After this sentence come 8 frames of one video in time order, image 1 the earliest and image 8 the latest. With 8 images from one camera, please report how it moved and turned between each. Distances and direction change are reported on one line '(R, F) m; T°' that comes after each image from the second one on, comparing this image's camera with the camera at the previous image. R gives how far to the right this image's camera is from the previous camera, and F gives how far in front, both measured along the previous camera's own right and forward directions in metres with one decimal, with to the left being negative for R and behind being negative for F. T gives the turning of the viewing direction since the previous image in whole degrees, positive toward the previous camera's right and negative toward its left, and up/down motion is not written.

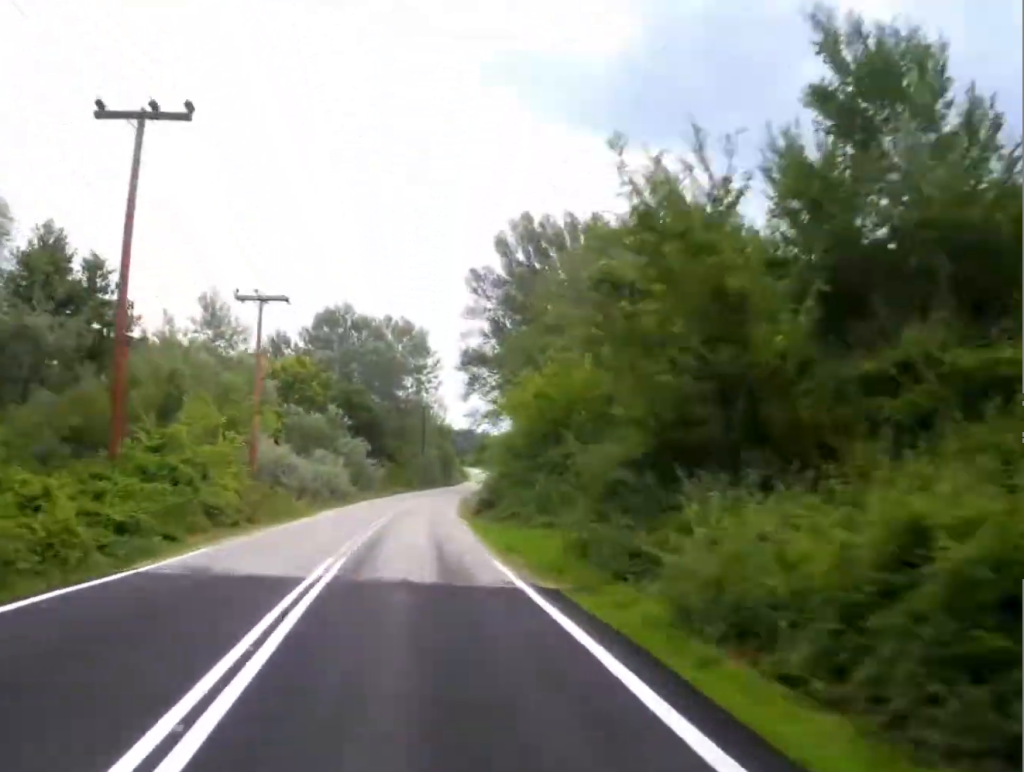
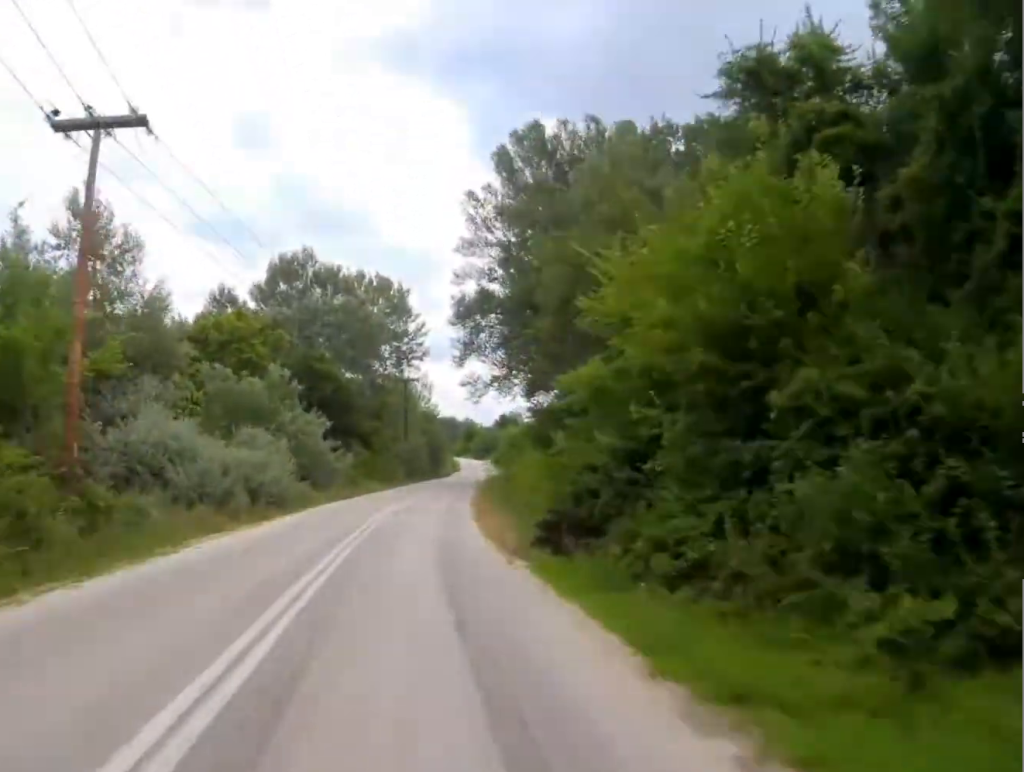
(+0.3, +21.0) m; +2°
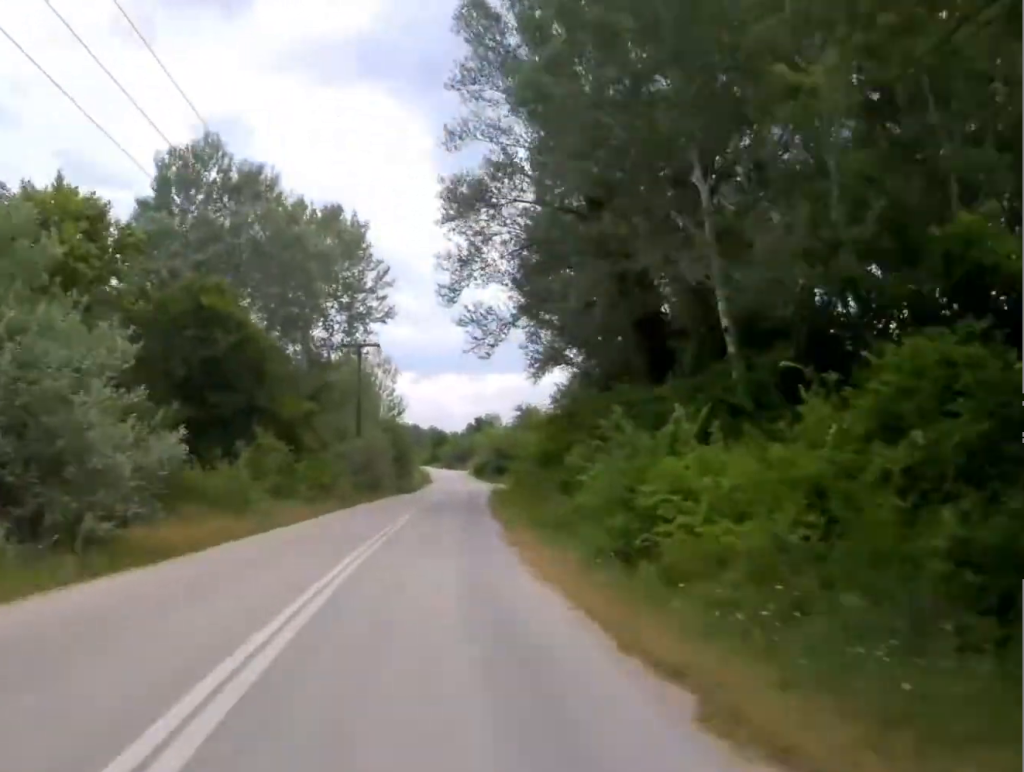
(+0.8, +28.8) m; +3°
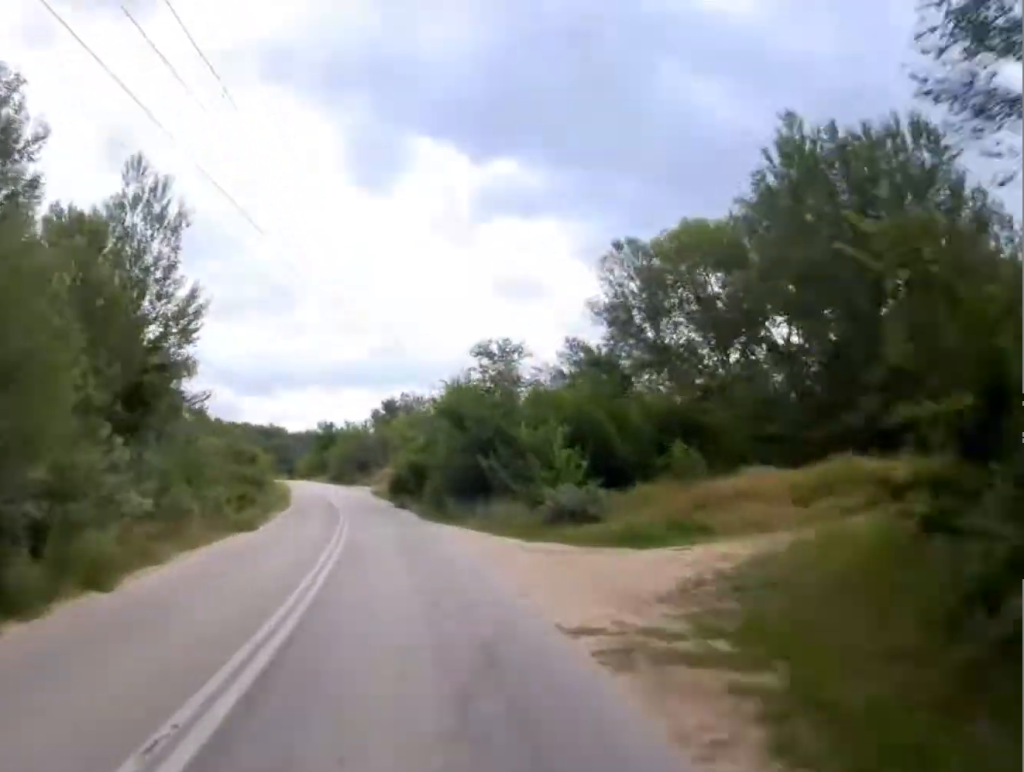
(+3.3, +64.1) m; +4°
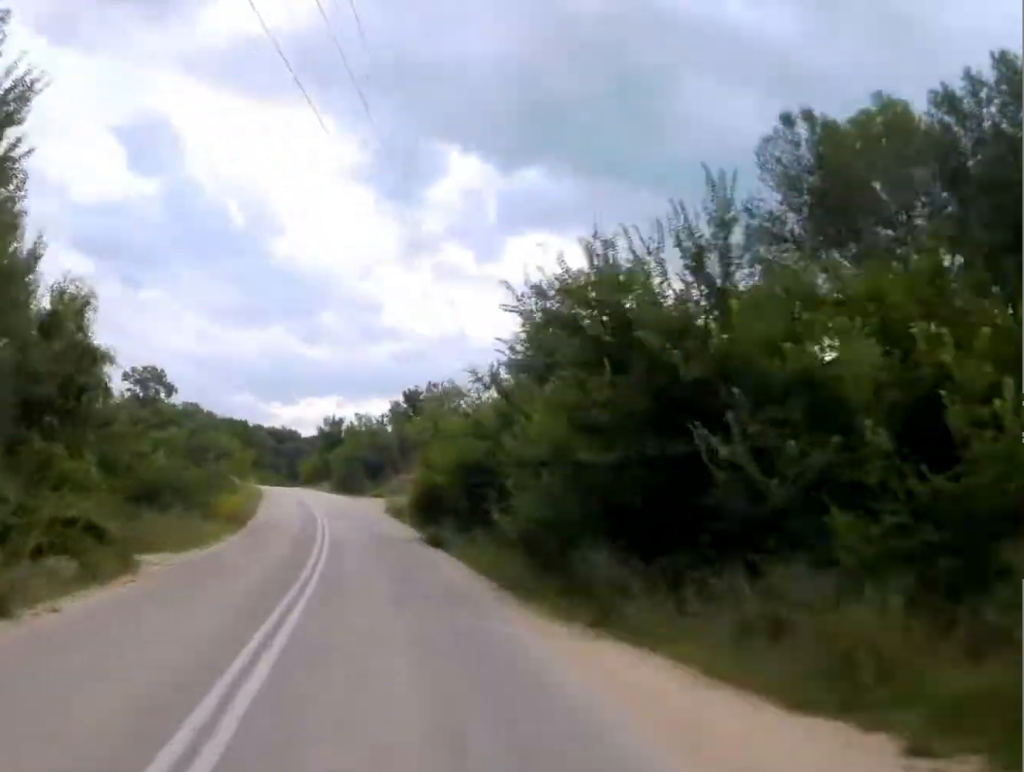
(-0.2, +20.6) m; -2°
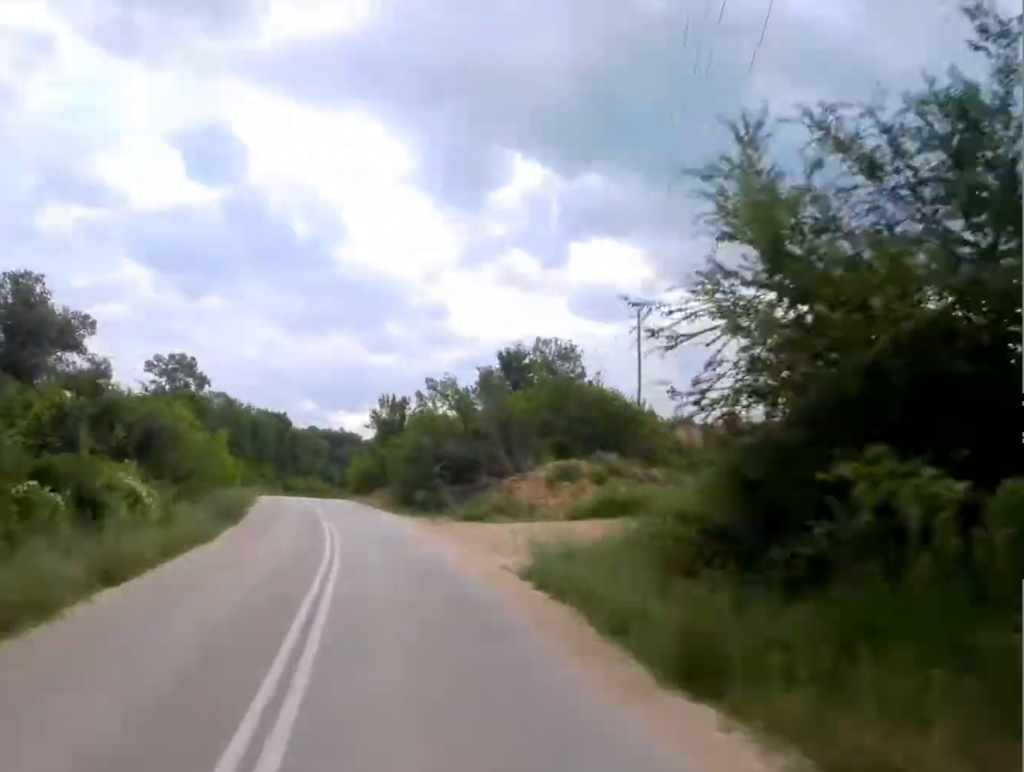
(-0.8, +28.7) m; -4°
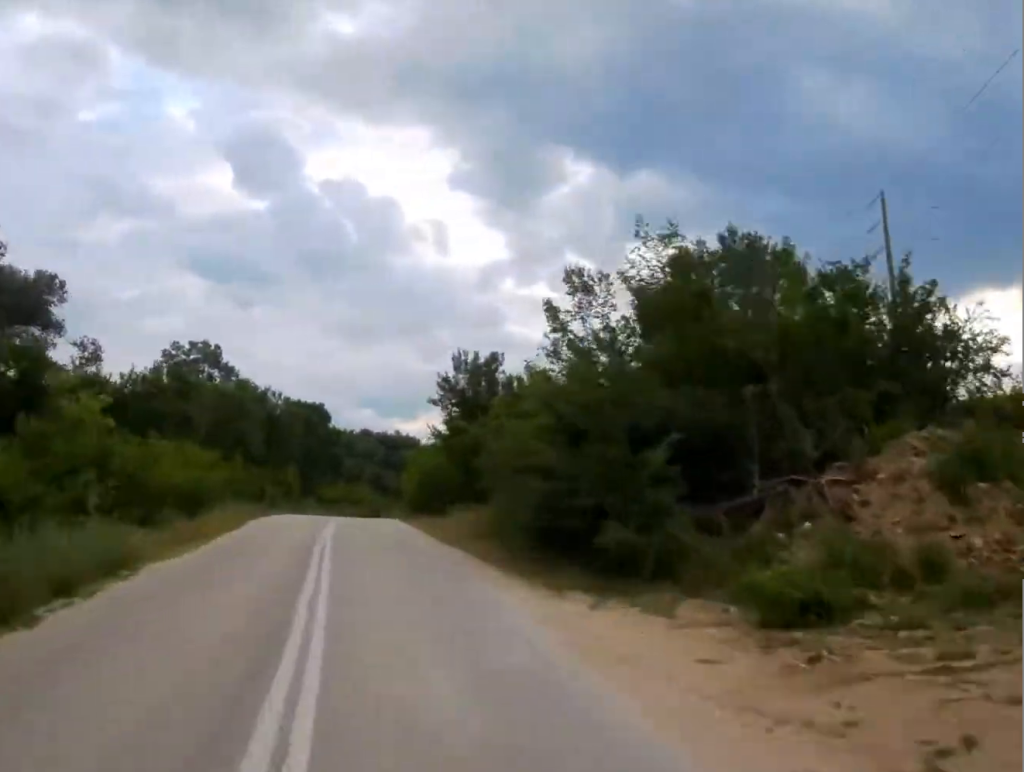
(-0.9, +24.8) m; -4°
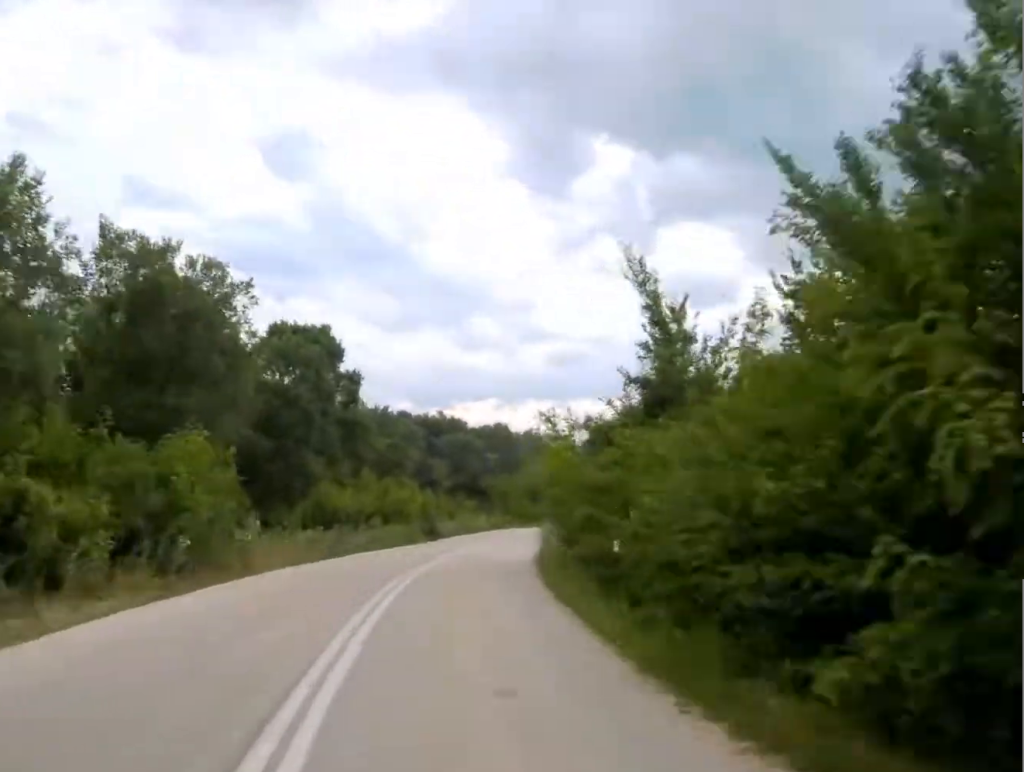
(-1.5, +39.0) m; 0°
